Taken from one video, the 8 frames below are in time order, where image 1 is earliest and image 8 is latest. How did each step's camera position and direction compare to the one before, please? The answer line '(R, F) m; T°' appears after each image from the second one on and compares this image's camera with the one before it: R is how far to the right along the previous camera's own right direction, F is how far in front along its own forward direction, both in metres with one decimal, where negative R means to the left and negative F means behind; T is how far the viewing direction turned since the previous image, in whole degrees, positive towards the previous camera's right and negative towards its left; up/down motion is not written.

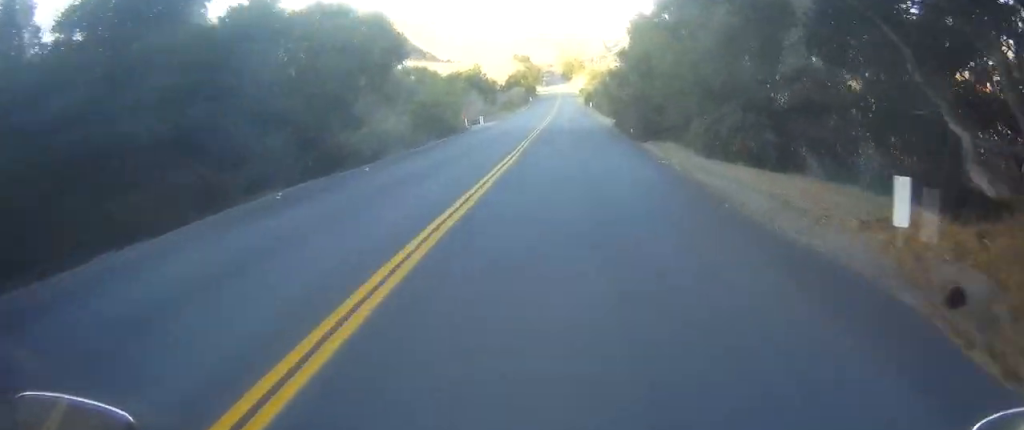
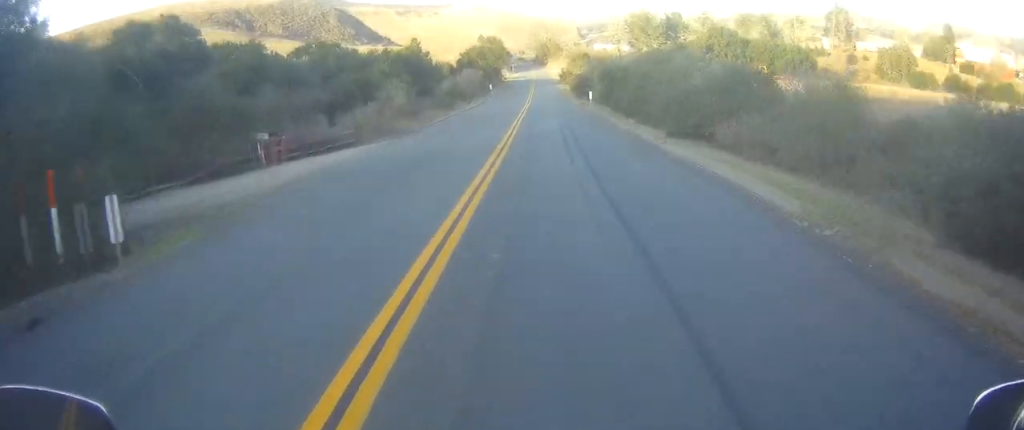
(0.0, +41.0) m; 0°
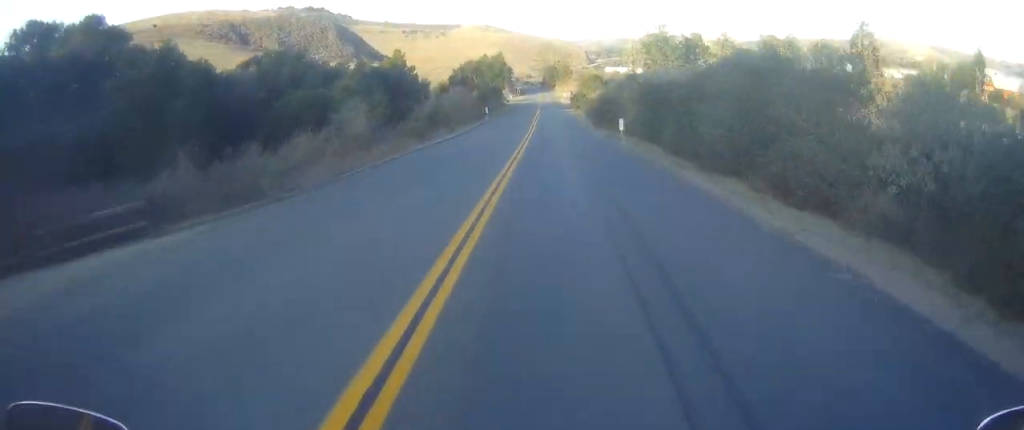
(0.0, +16.0) m; +1°
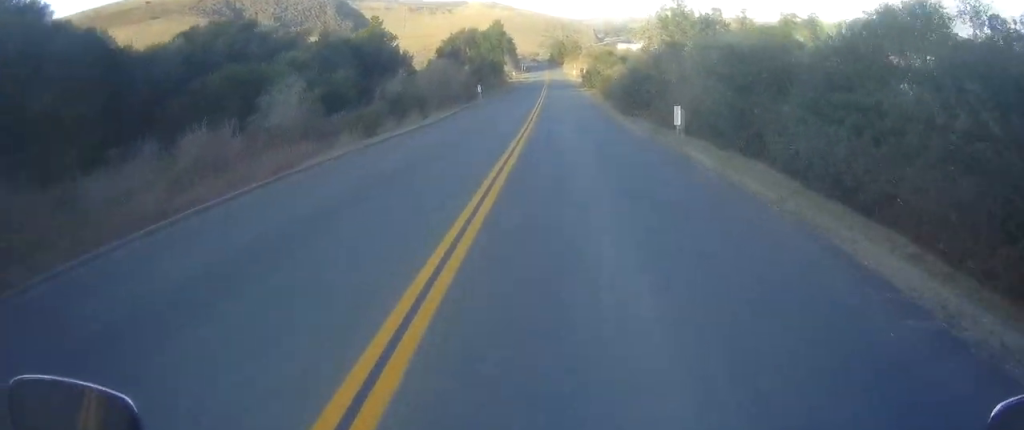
(+0.2, +14.4) m; 0°
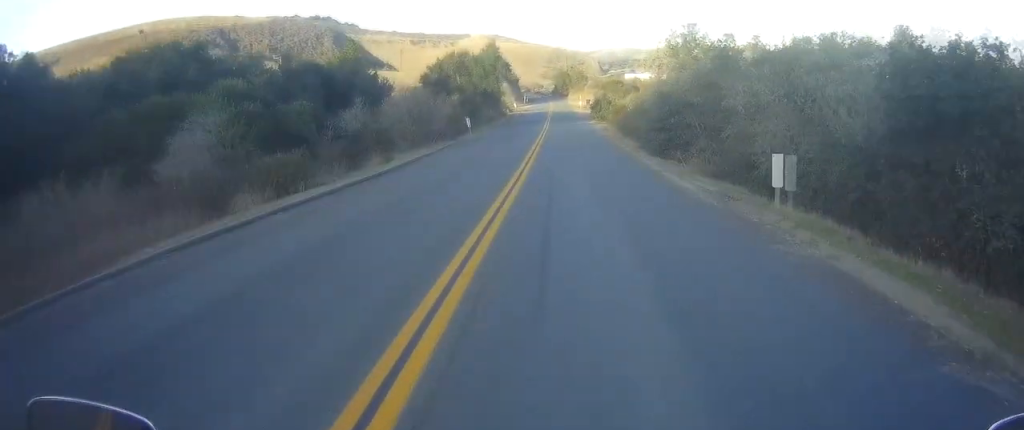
(+0.1, +9.9) m; 0°
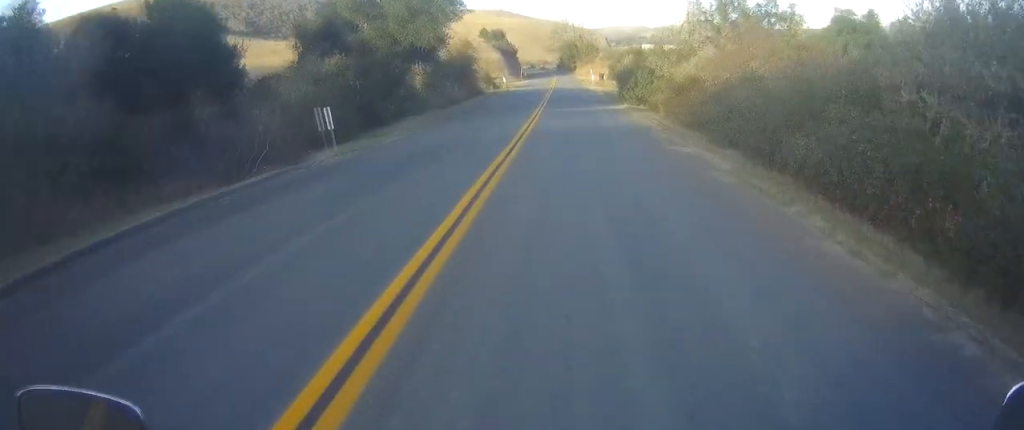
(-0.4, +28.7) m; -2°
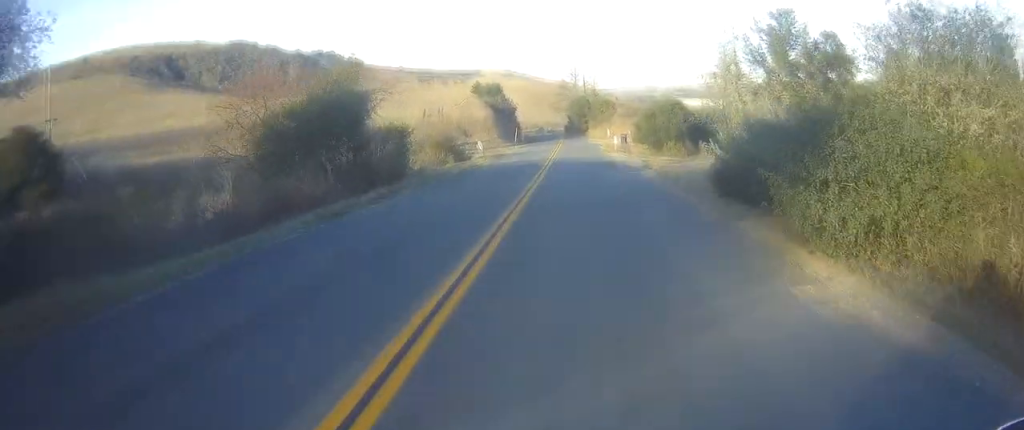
(-0.3, +29.0) m; -1°
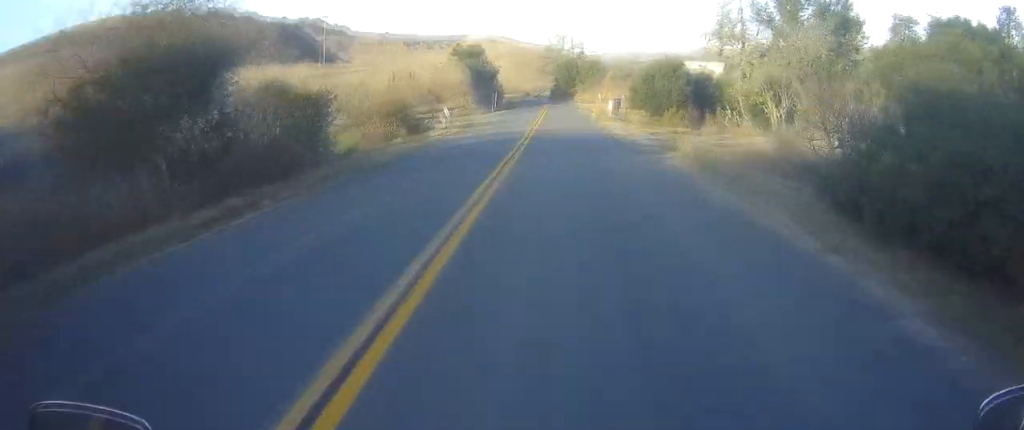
(0.0, +9.8) m; 0°
